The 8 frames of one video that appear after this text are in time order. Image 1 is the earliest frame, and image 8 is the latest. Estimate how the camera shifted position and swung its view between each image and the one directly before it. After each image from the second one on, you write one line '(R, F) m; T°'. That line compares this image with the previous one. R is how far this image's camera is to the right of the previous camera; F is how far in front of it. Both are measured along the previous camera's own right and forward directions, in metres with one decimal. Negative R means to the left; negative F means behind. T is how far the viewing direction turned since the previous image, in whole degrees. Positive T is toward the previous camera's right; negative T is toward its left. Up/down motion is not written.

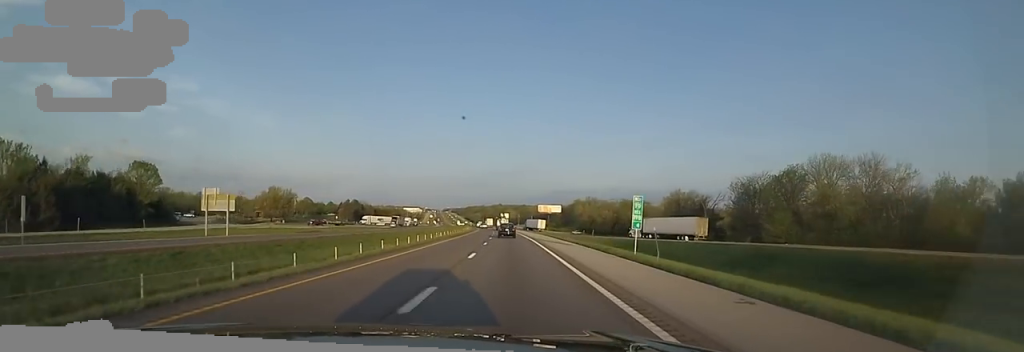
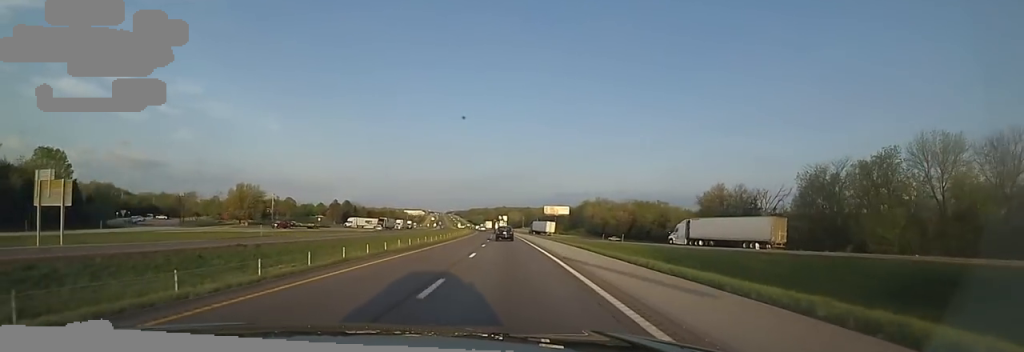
(-0.7, +22.5) m; 0°
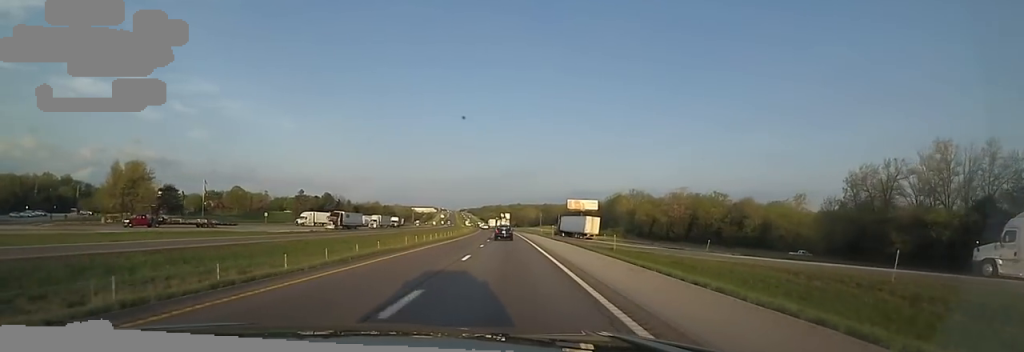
(+0.8, +50.8) m; 0°
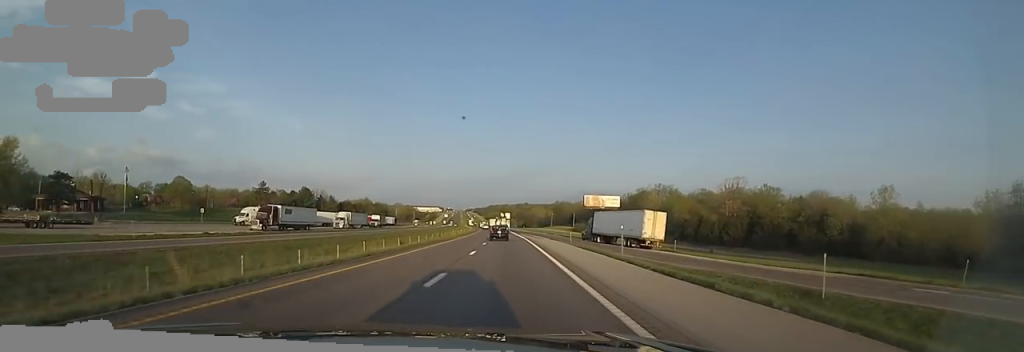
(-1.5, +32.9) m; -3°
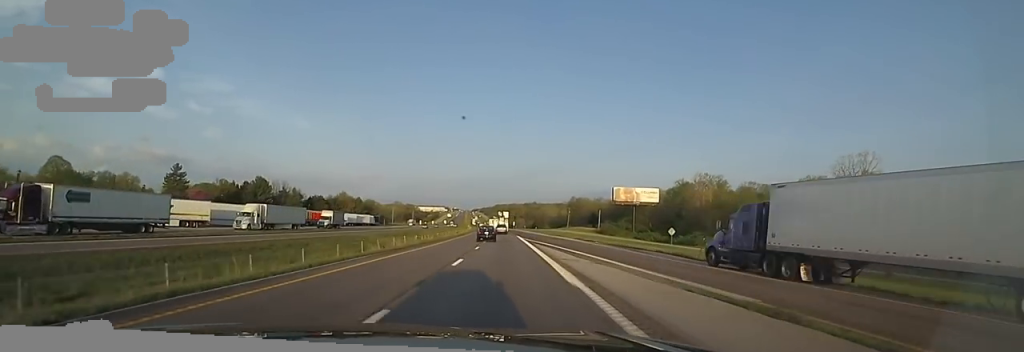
(0.0, +43.0) m; 0°
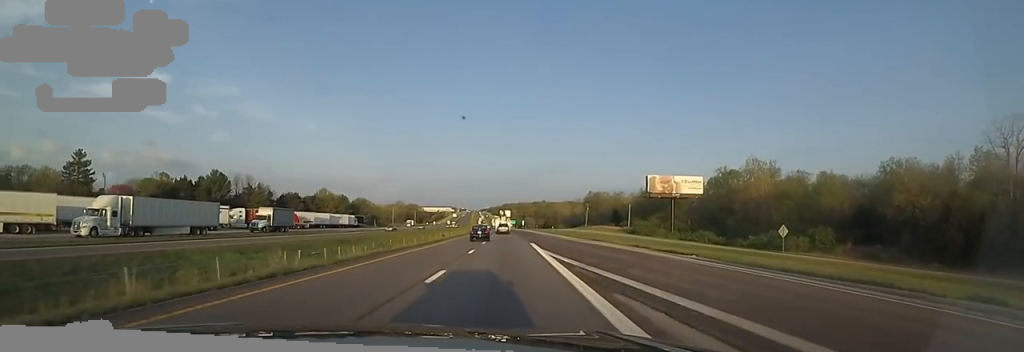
(0.0, +29.3) m; 0°
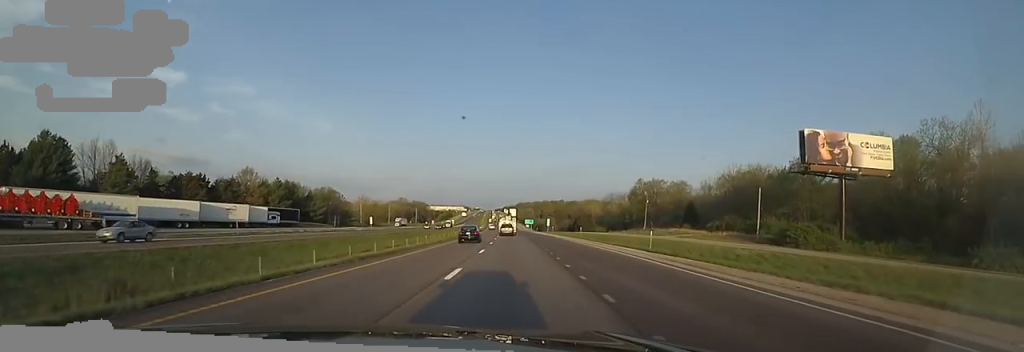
(-0.1, +60.5) m; -2°
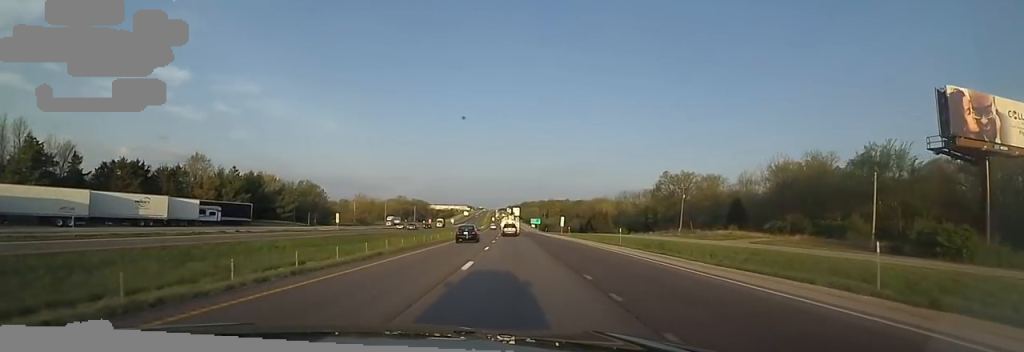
(-0.5, +22.2) m; -1°
